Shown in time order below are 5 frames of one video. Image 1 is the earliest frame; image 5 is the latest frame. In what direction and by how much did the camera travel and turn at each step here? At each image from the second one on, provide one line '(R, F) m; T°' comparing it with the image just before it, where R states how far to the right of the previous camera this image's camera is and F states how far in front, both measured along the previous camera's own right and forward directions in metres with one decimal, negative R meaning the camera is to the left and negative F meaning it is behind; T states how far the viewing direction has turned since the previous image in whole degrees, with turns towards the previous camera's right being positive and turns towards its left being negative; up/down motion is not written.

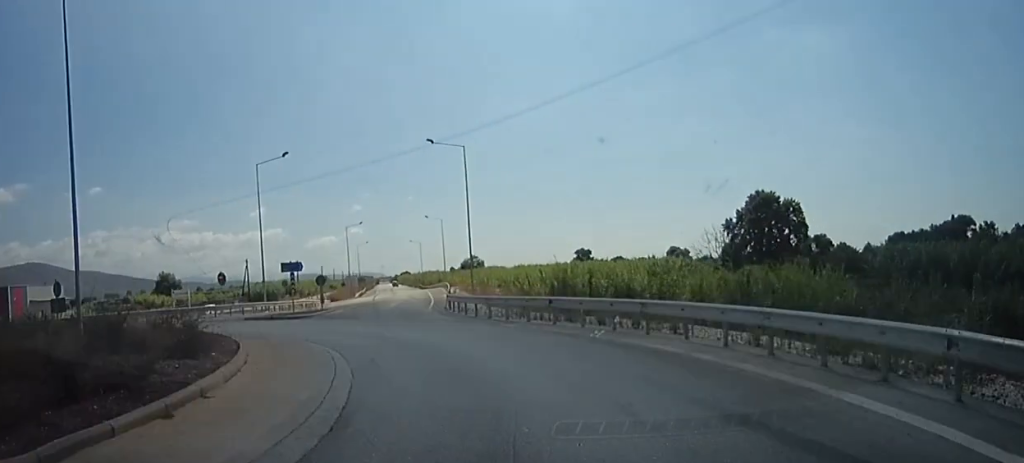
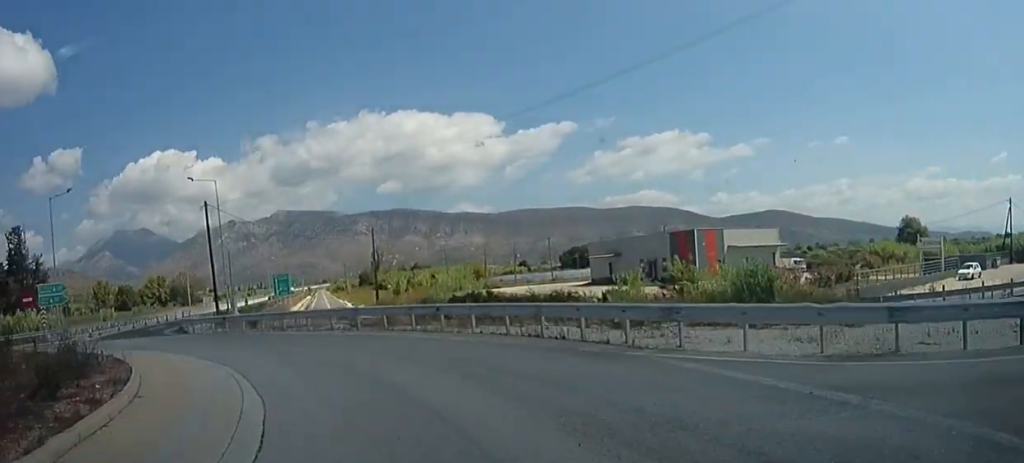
(-11.1, +23.6) m; -70°
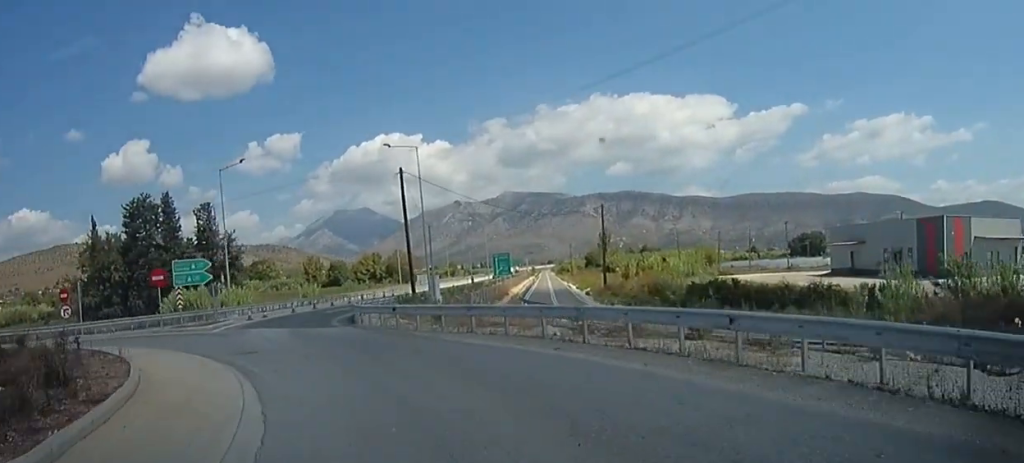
(-2.4, +6.1) m; -23°
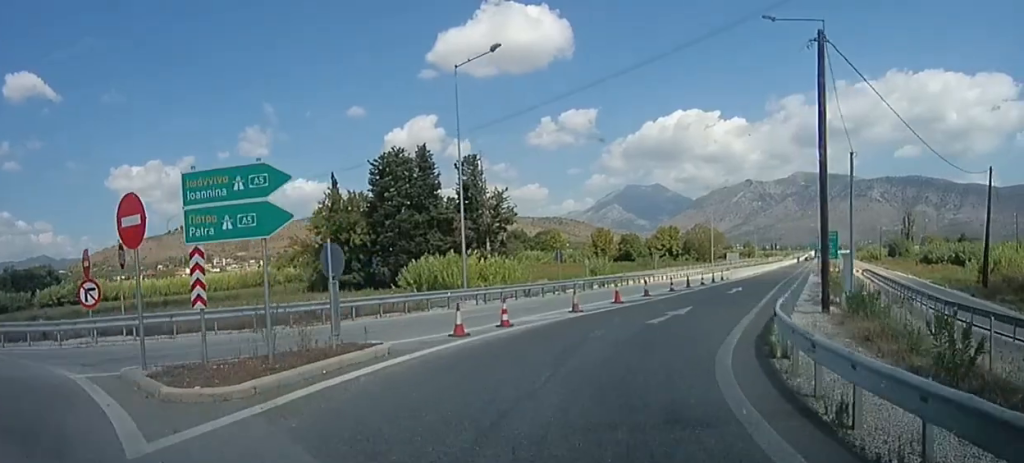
(-7.9, +16.6) m; -22°
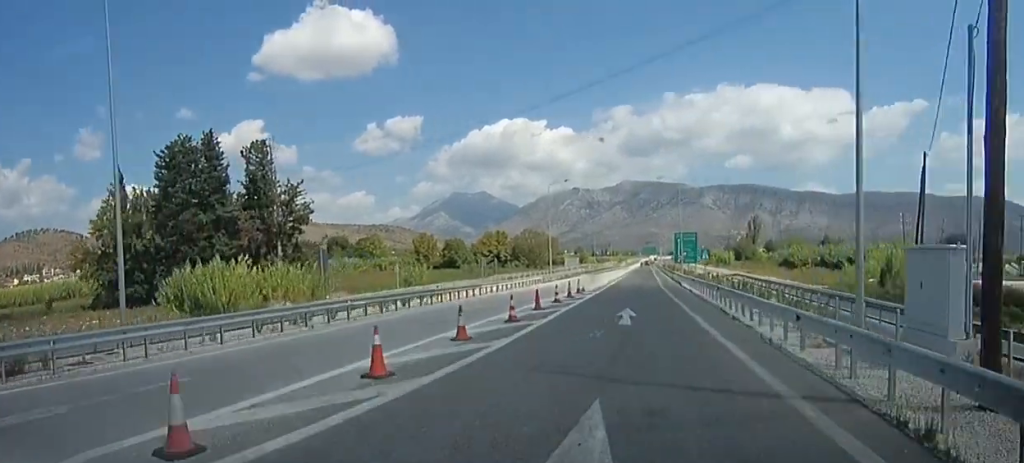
(+1.2, +10.9) m; +10°
